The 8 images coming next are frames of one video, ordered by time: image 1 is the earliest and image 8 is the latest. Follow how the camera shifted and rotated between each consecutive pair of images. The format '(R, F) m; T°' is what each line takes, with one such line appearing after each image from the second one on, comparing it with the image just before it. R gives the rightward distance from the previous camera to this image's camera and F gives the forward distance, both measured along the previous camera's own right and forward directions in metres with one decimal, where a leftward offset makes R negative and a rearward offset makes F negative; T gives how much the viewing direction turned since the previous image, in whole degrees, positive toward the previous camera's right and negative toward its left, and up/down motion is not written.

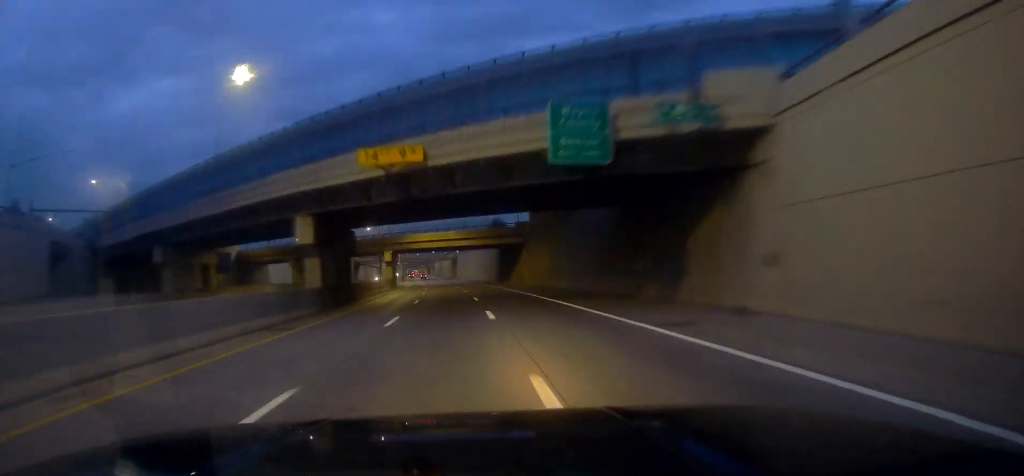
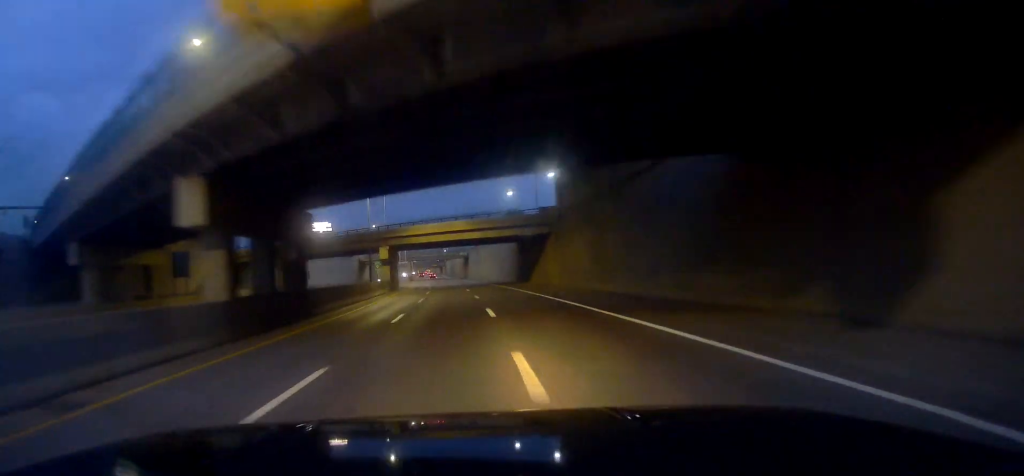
(0.0, +13.2) m; -1°
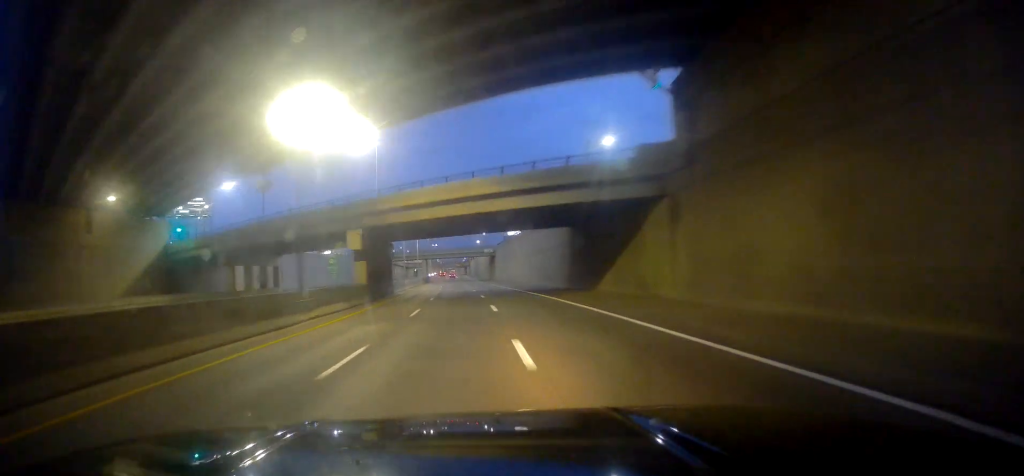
(-0.5, +27.2) m; -2°
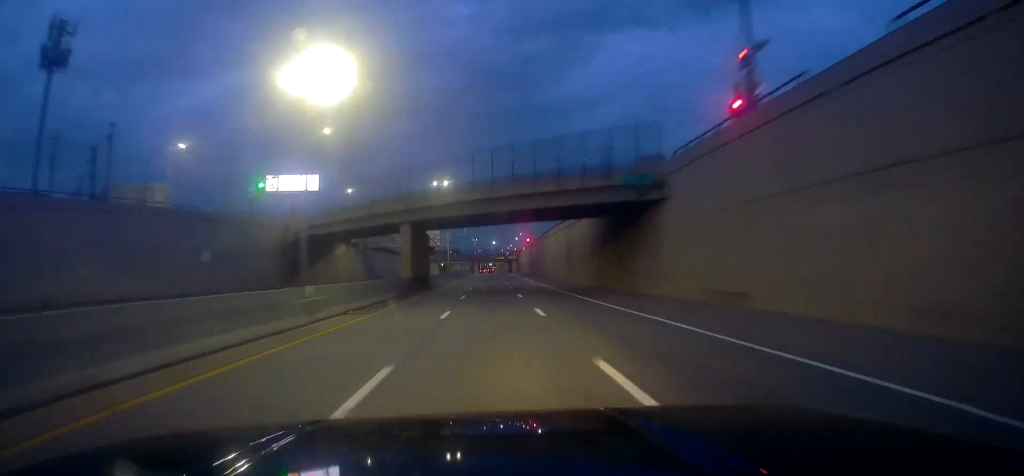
(-6.1, +92.8) m; -8°
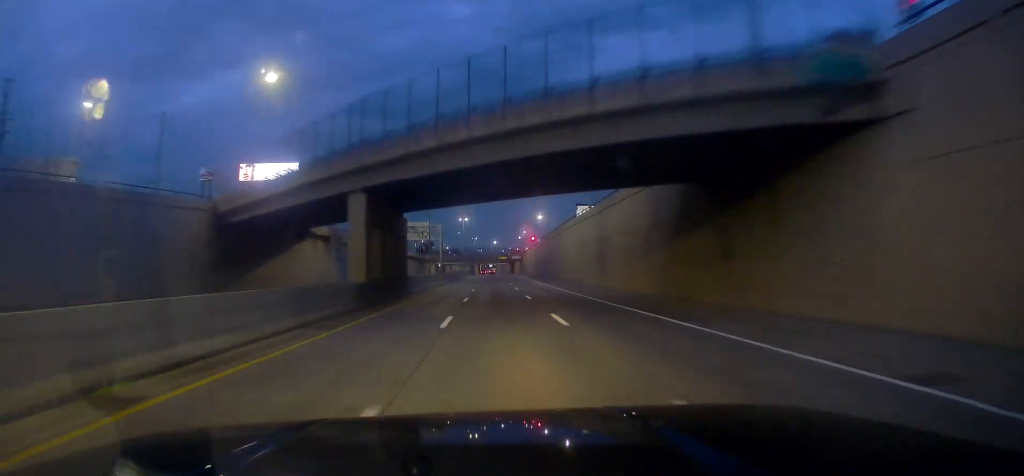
(-0.3, +18.6) m; 0°
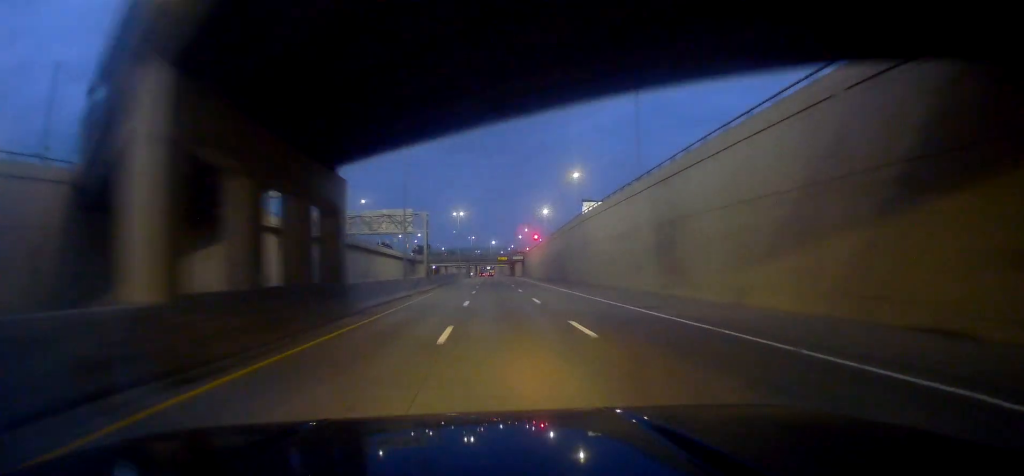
(-0.4, +18.7) m; +1°
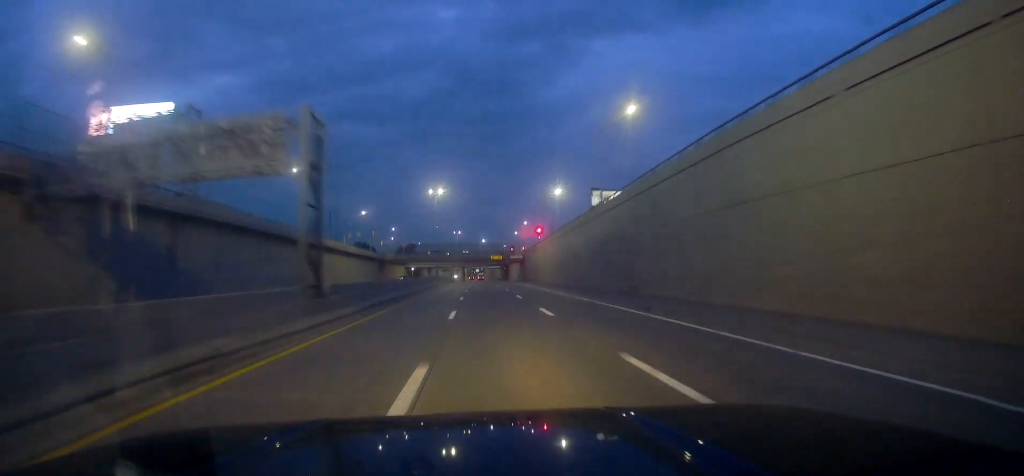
(+0.7, +37.1) m; 0°
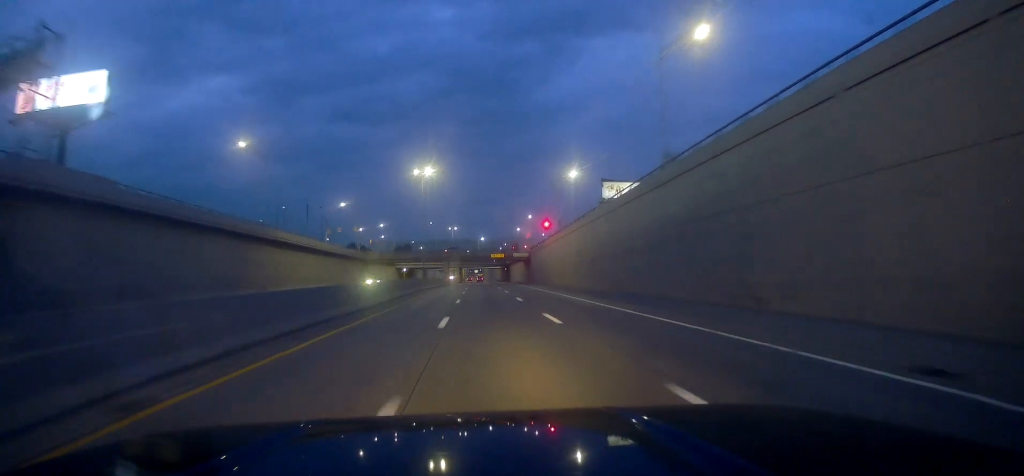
(-0.5, +17.5) m; -1°
